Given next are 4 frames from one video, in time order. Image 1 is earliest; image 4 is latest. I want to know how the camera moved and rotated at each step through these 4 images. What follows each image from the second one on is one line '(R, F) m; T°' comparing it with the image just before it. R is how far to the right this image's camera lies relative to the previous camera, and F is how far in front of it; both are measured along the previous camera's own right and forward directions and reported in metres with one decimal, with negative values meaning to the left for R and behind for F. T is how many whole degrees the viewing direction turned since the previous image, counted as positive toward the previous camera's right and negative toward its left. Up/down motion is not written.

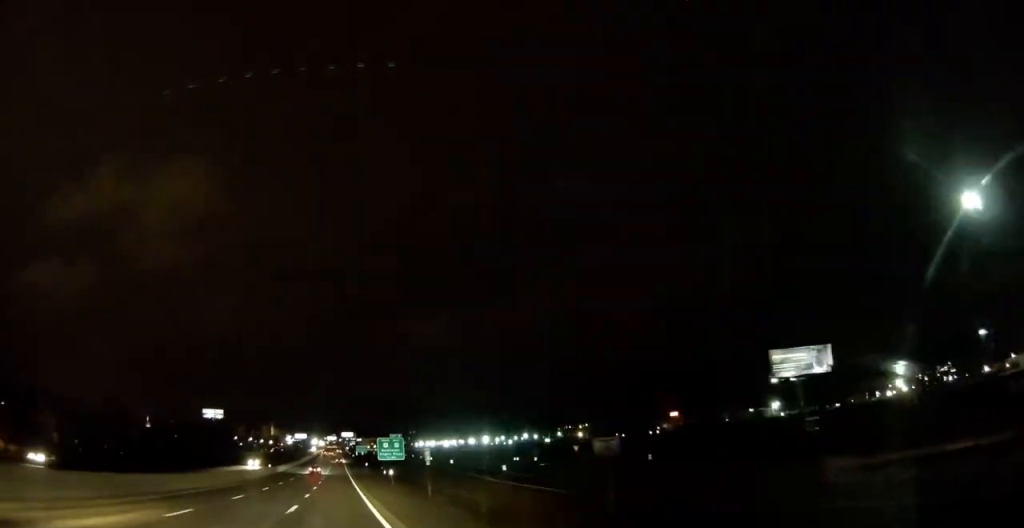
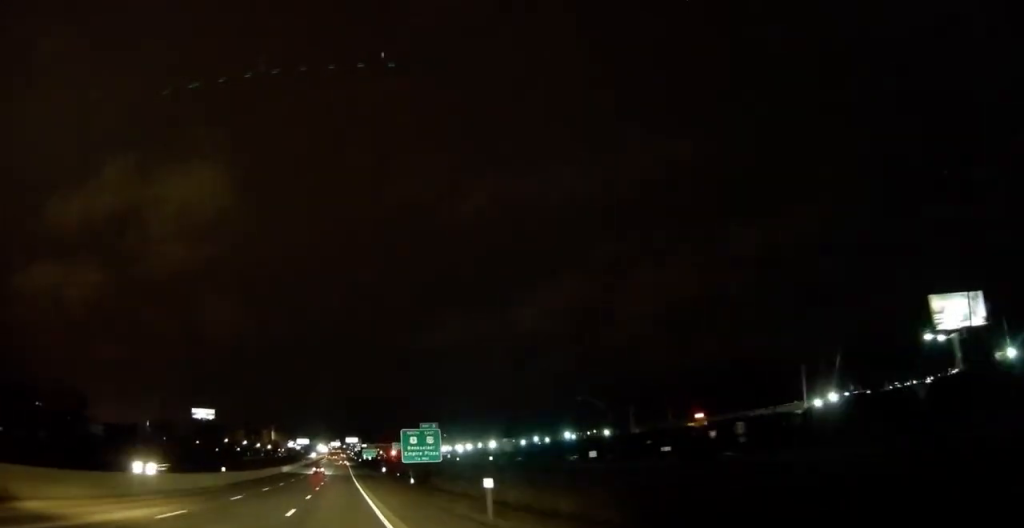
(+0.2, +37.4) m; 0°
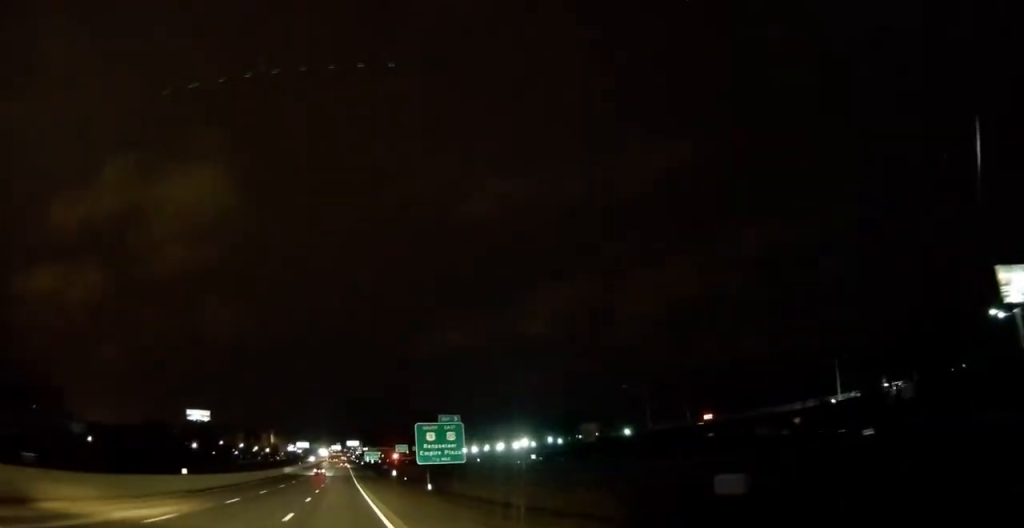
(-0.1, +13.6) m; 0°
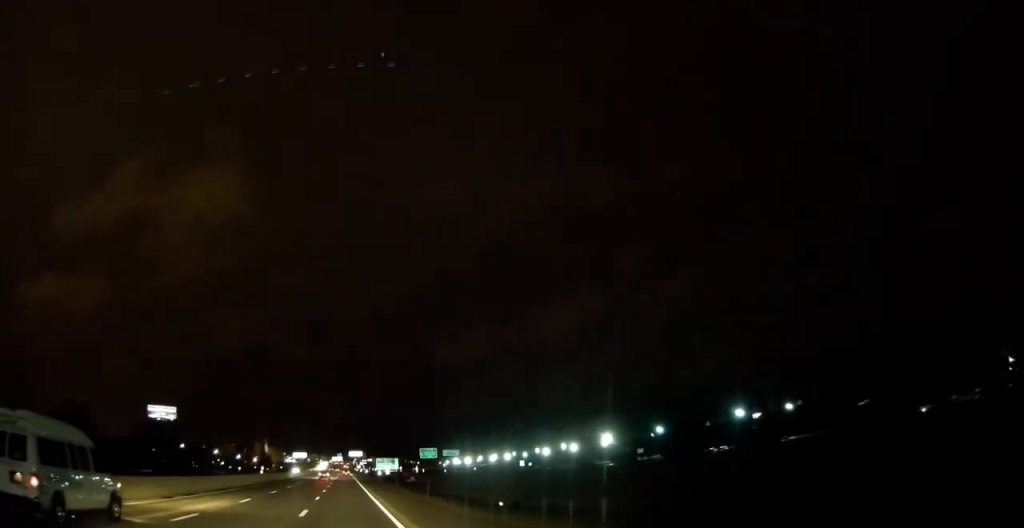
(+0.7, +70.3) m; +1°
